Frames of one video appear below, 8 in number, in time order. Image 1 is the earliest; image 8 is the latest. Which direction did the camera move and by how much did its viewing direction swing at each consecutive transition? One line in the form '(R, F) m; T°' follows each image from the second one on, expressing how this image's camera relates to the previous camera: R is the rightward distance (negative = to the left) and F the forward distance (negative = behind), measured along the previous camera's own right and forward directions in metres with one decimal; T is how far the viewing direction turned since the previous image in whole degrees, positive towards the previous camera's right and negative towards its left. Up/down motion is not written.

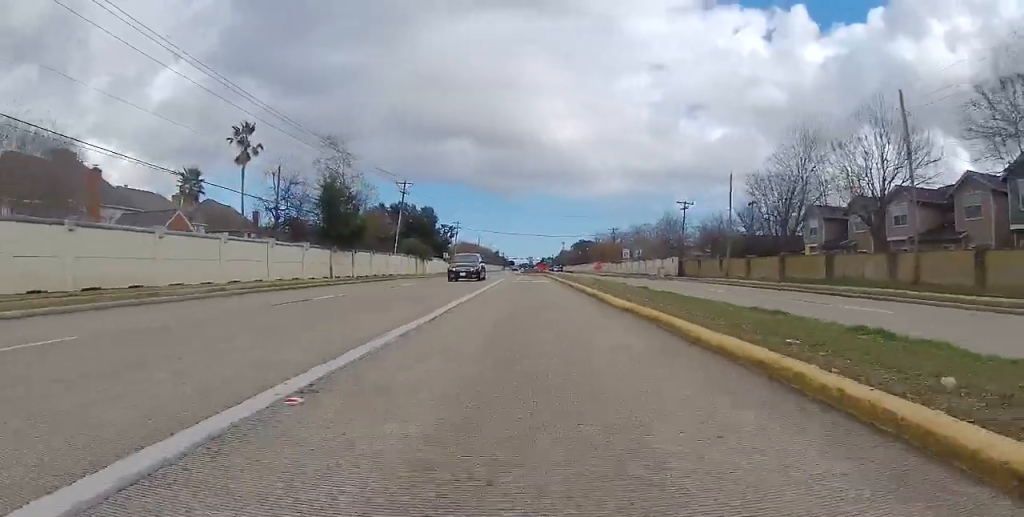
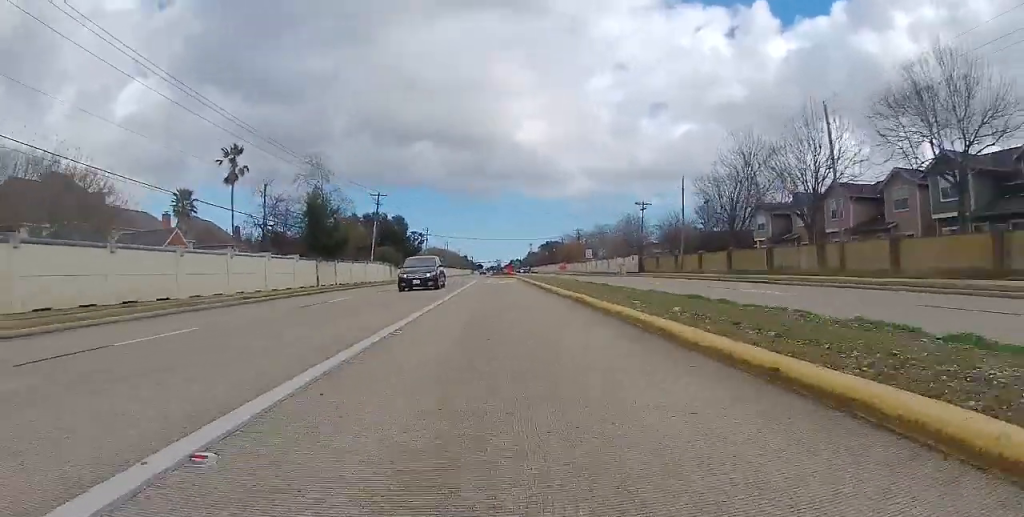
(0.0, +4.7) m; +2°
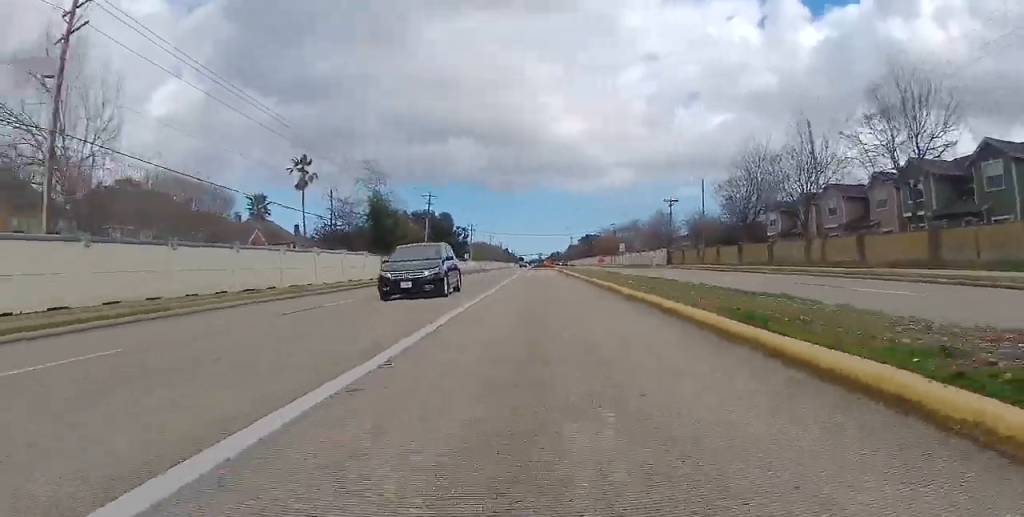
(+0.2, +7.8) m; +2°
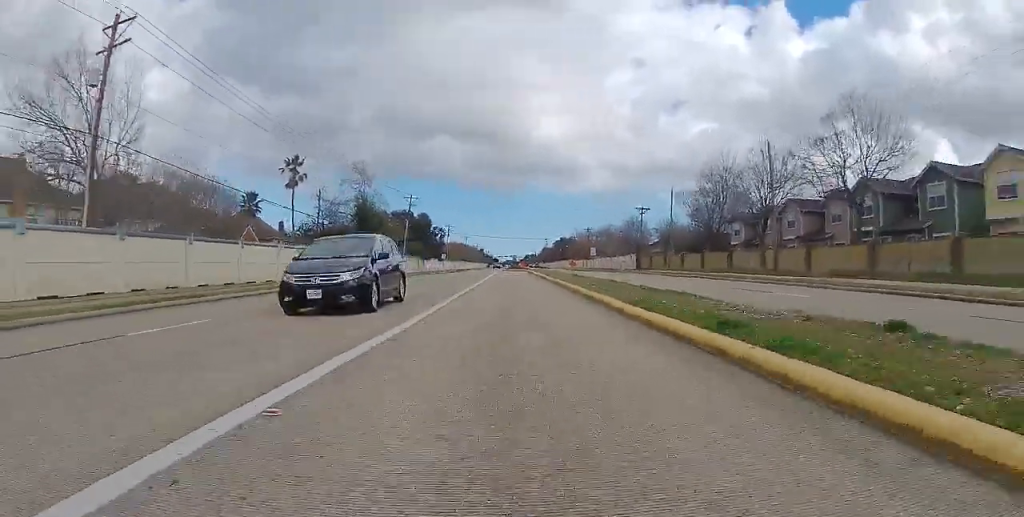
(+0.2, +3.7) m; 0°
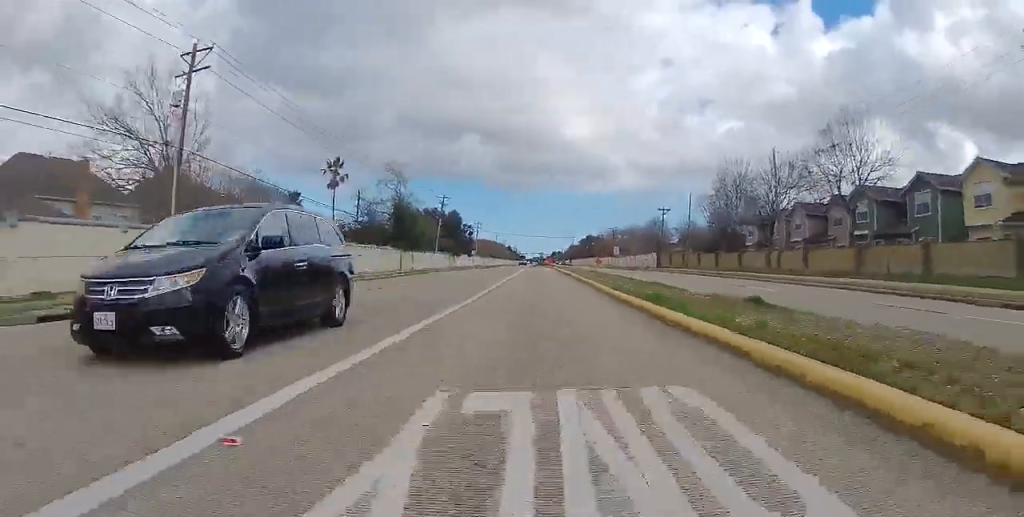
(-0.2, +4.6) m; -2°
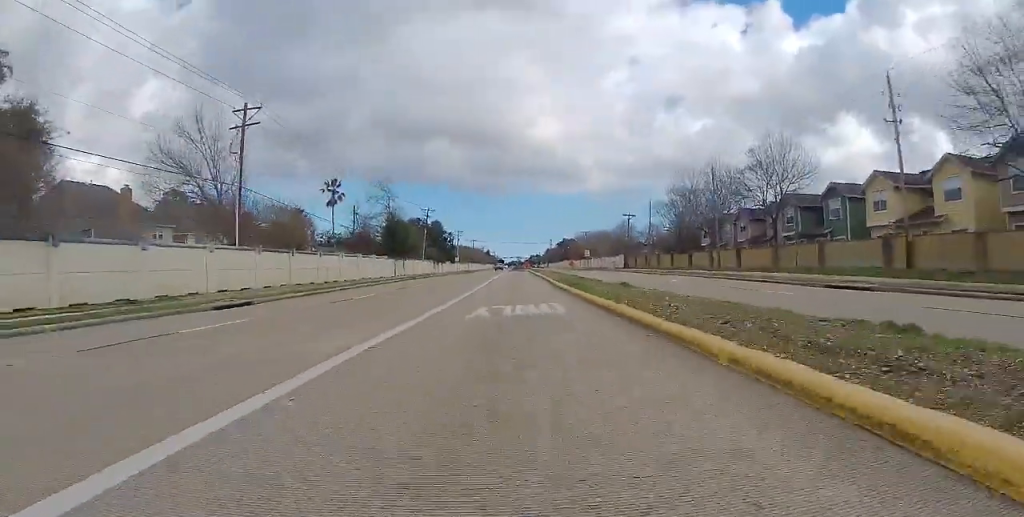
(-0.3, +9.4) m; 0°
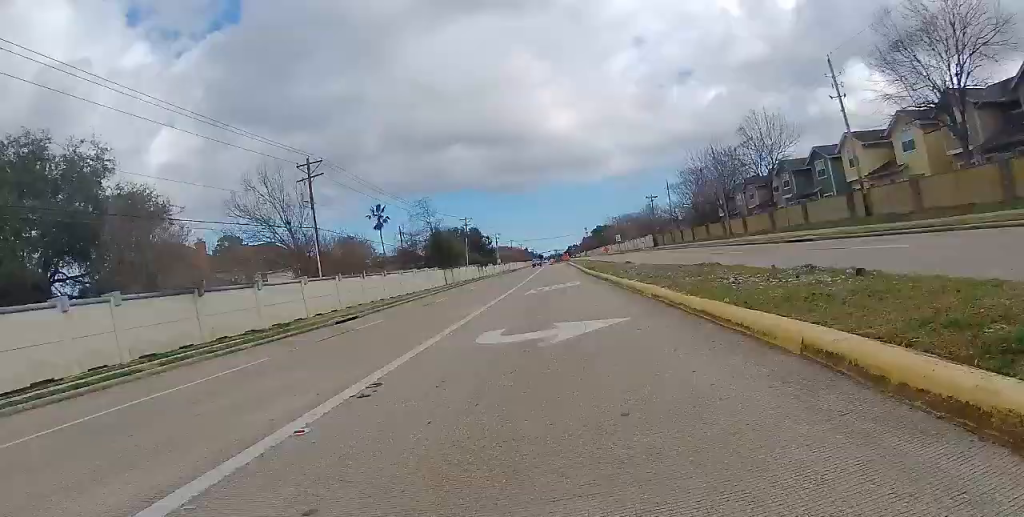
(+0.2, +8.1) m; -1°
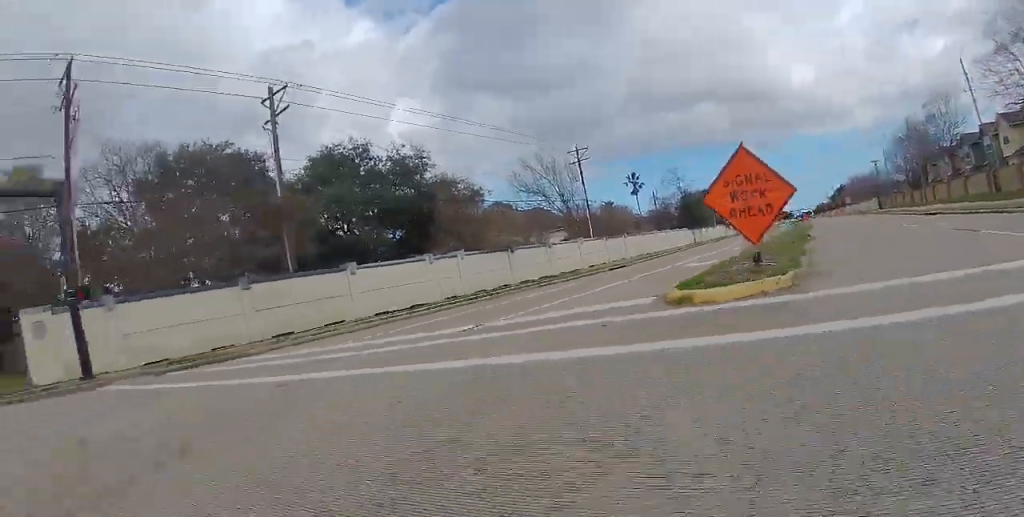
(-1.5, +13.0) m; -20°
